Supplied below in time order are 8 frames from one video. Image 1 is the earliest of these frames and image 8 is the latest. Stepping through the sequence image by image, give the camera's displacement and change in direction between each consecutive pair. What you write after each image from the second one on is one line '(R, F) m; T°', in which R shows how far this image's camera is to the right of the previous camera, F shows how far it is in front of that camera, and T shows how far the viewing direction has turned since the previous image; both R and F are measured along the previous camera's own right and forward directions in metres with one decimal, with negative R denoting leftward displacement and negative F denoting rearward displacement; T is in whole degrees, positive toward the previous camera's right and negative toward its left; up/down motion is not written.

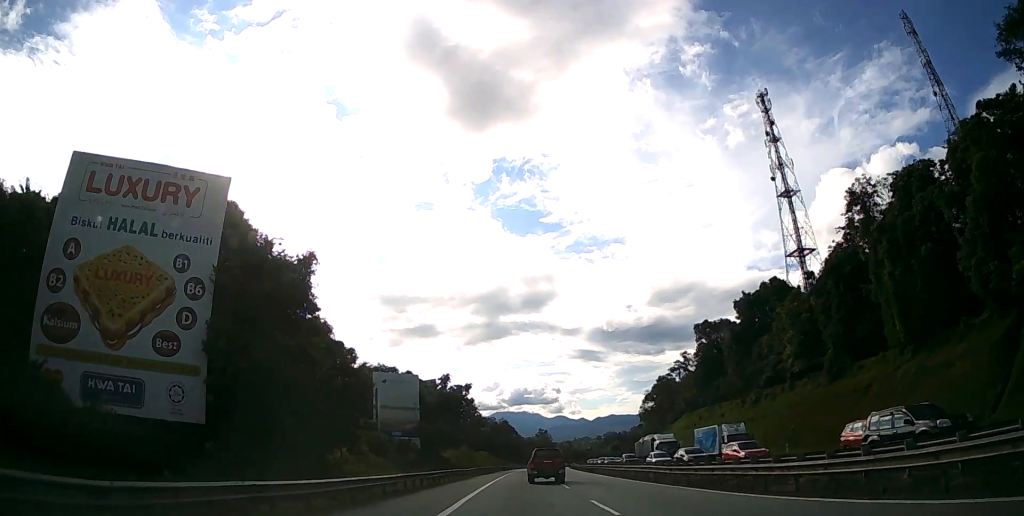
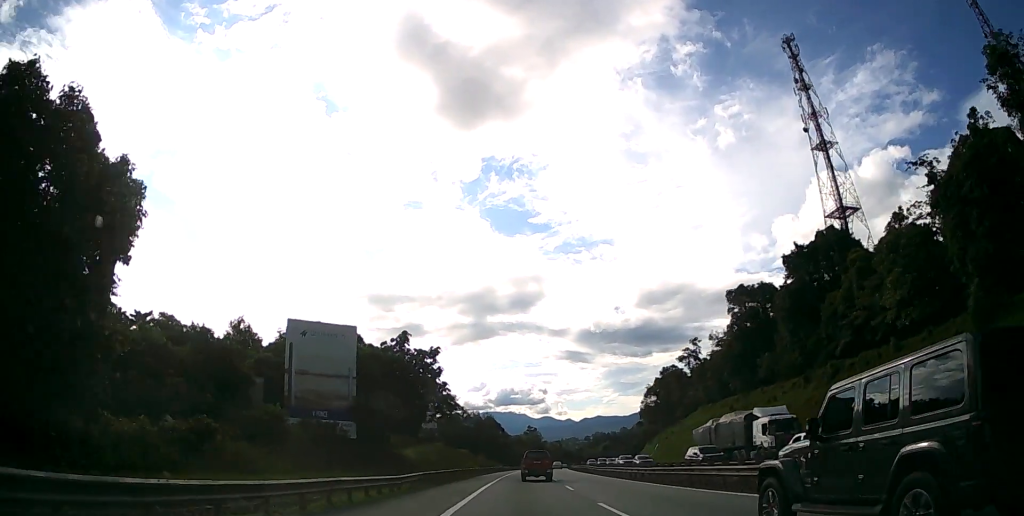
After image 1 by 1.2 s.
(+0.2, +24.9) m; +1°
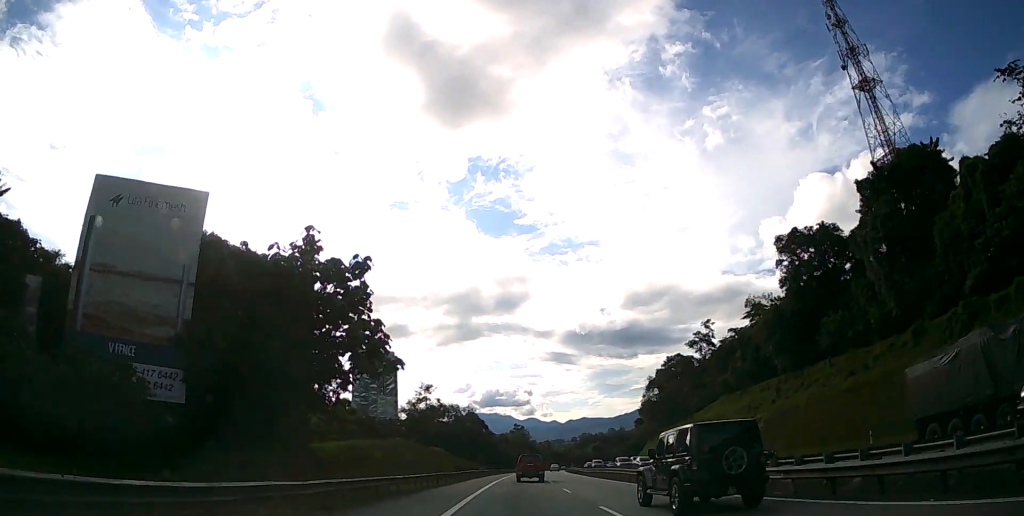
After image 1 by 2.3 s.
(+0.3, +24.4) m; +1°
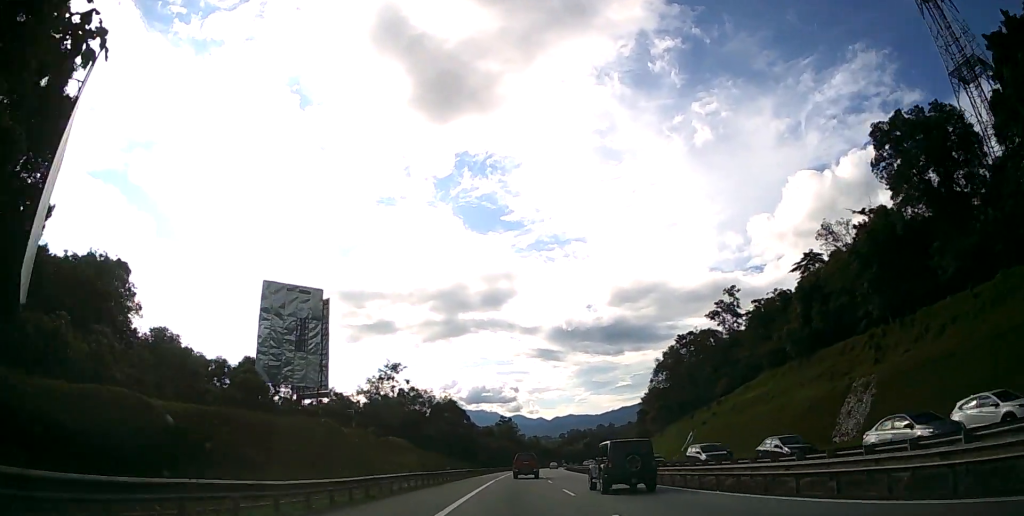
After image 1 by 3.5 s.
(+0.4, +27.2) m; +2°
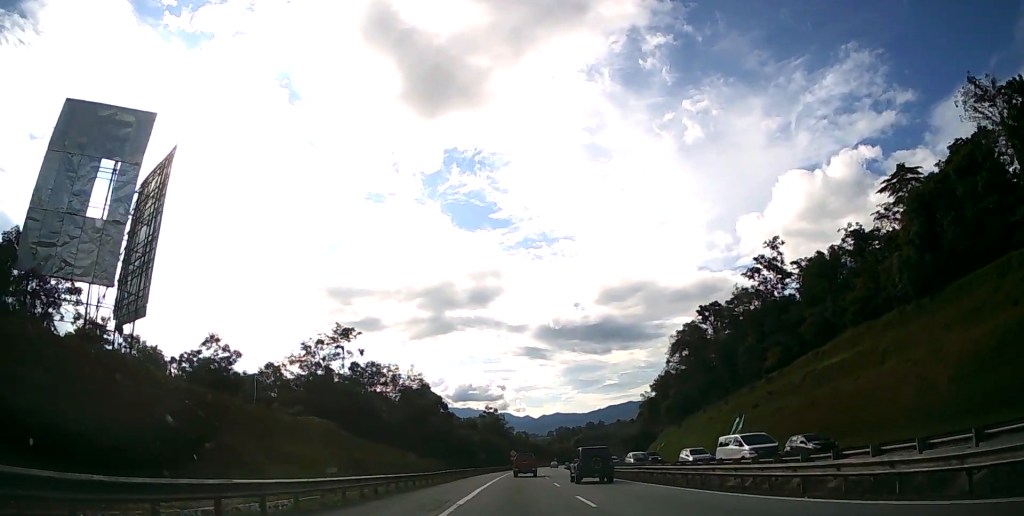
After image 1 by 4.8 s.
(+0.3, +29.2) m; +1°
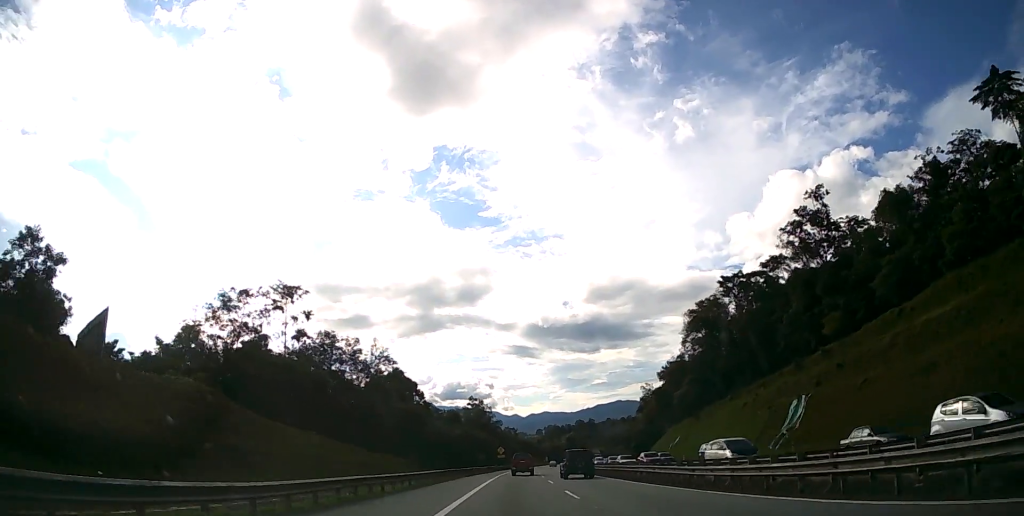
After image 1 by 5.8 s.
(+0.2, +21.4) m; +1°
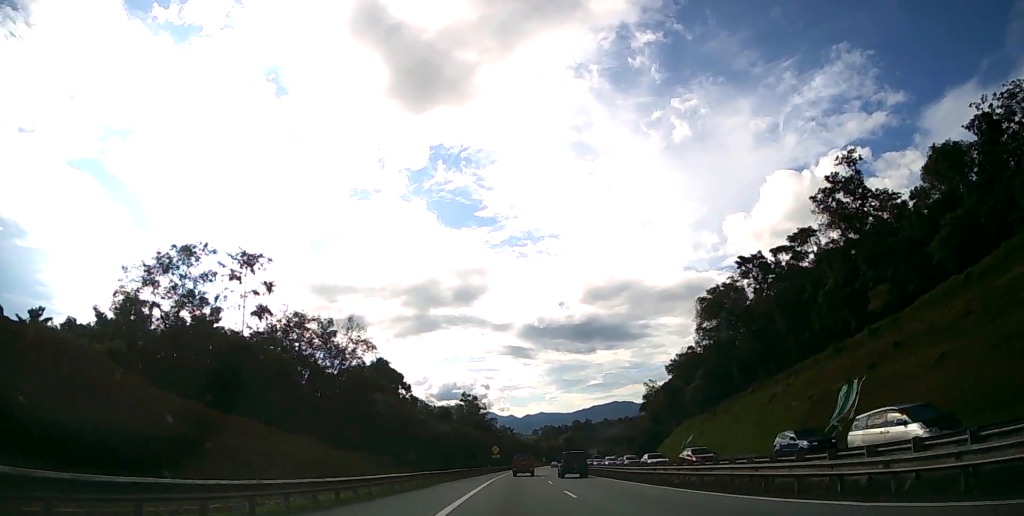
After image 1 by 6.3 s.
(+0.1, +11.5) m; +1°
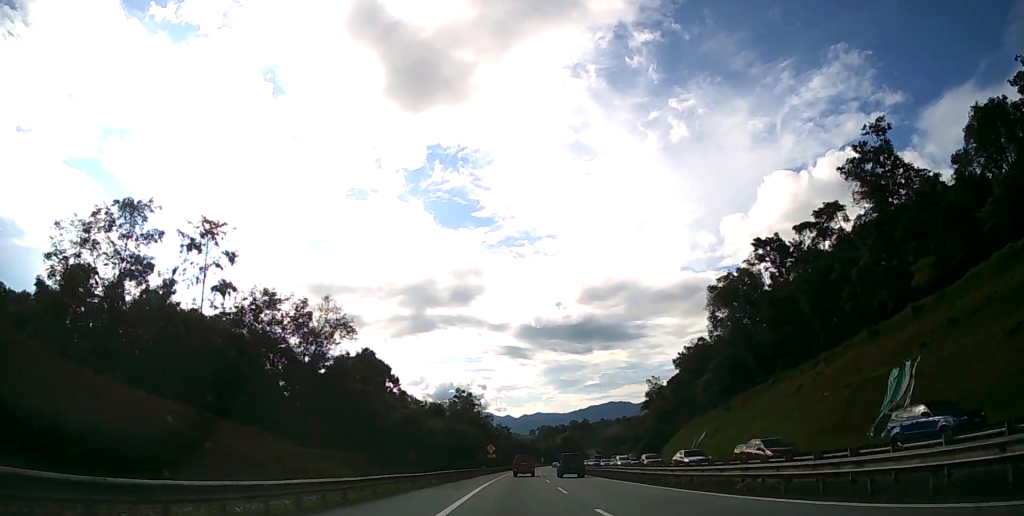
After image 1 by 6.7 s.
(0.0, +8.8) m; 0°
